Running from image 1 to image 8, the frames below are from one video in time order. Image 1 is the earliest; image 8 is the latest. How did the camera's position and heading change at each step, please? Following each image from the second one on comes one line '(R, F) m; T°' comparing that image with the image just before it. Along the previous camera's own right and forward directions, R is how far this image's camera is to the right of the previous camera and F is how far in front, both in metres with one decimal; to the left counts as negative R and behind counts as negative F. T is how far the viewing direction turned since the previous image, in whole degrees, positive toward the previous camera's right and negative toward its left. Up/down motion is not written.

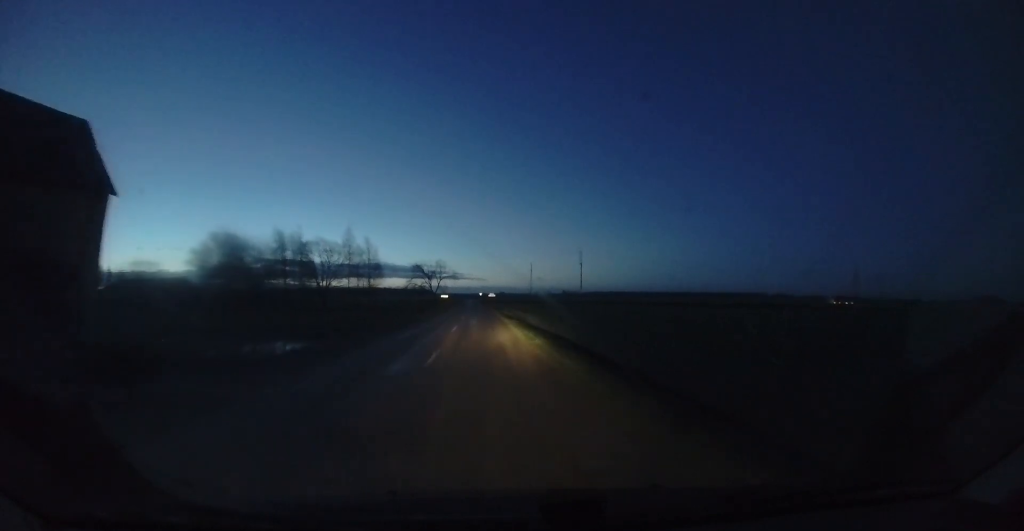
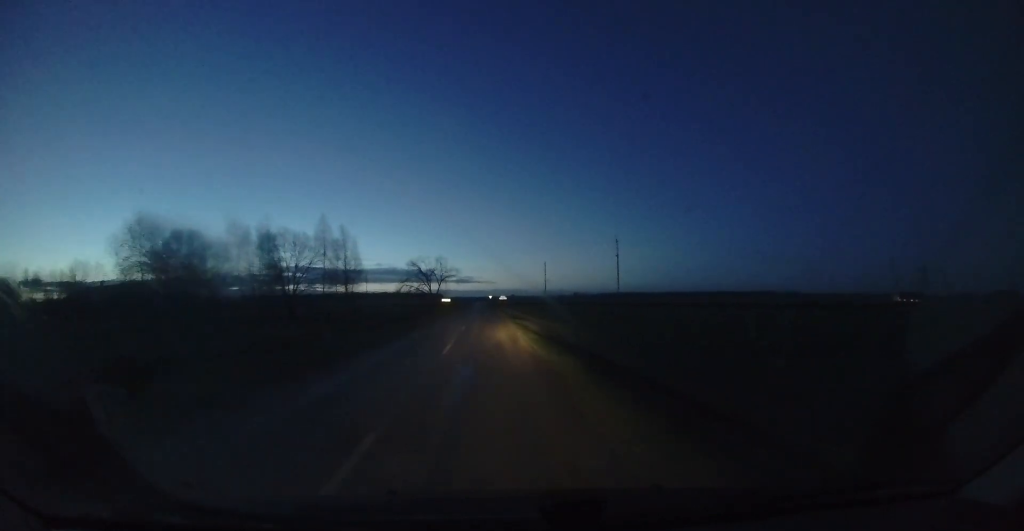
(-0.1, +13.9) m; -1°
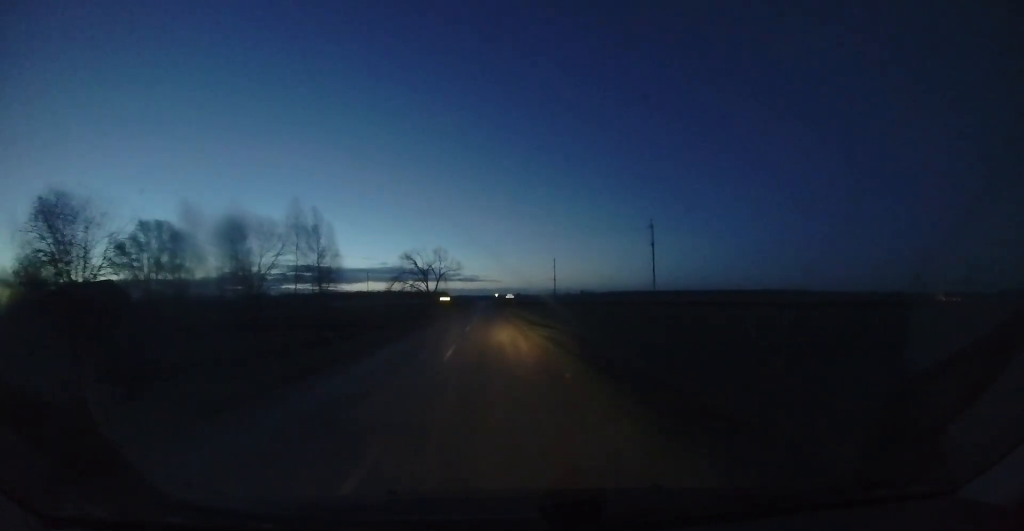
(0.0, +9.3) m; -1°
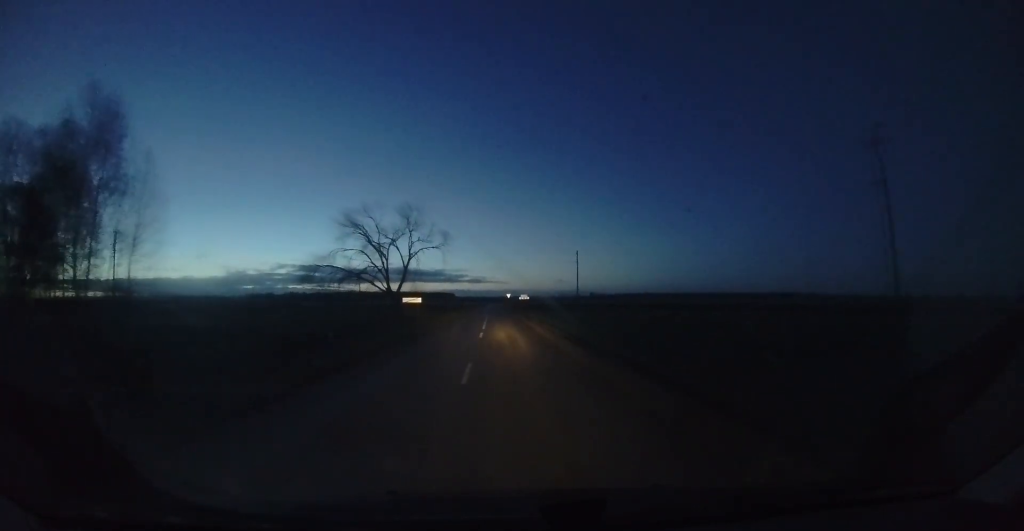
(-0.5, +26.9) m; -2°
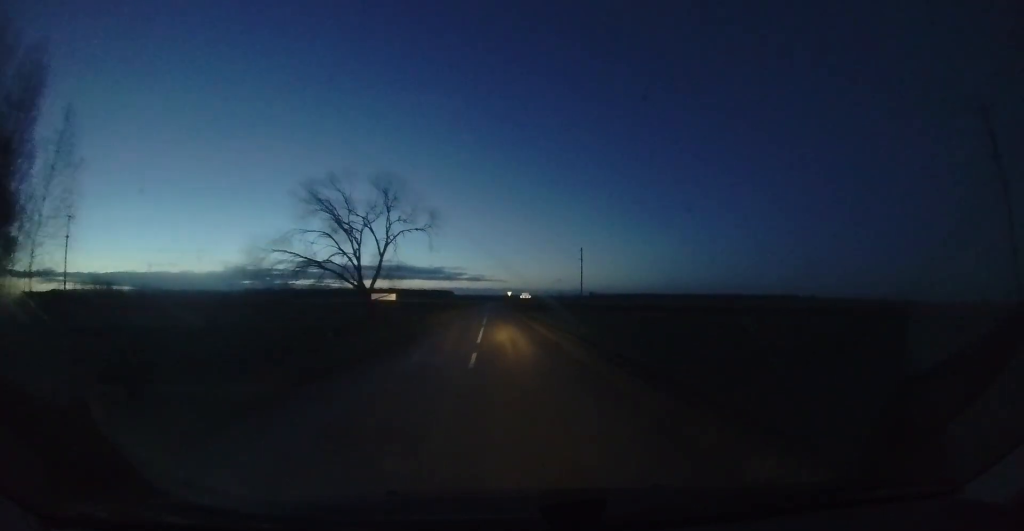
(0.0, +6.9) m; 0°
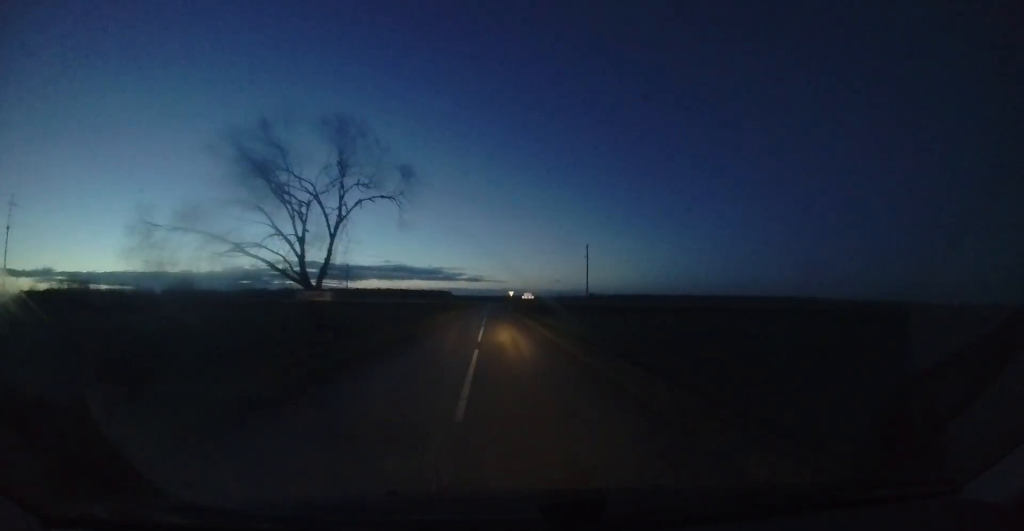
(-0.1, +7.7) m; 0°
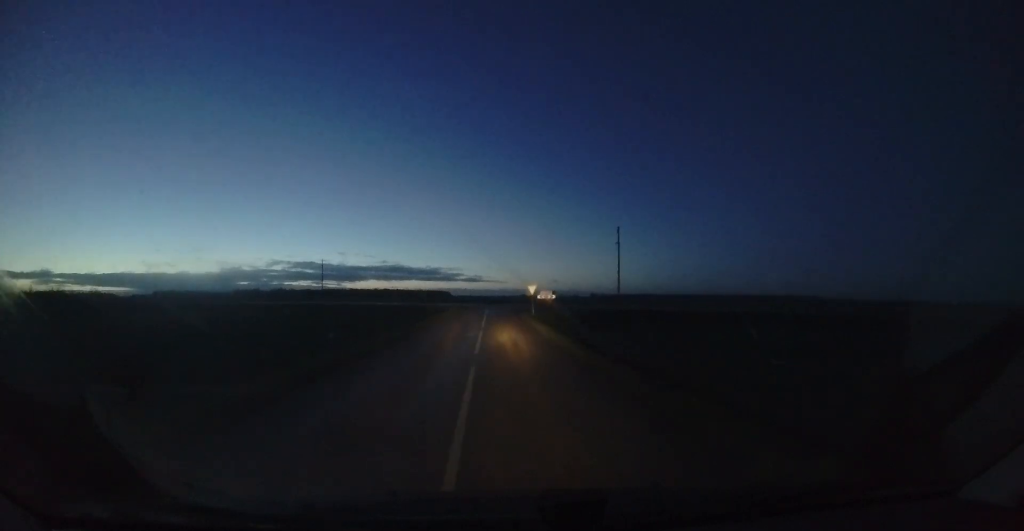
(+0.3, +26.6) m; +2°
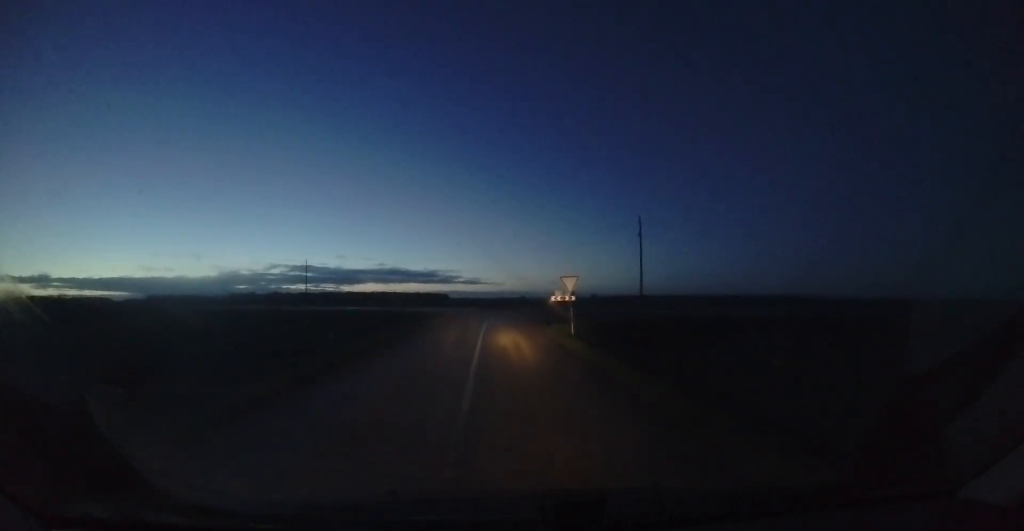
(+0.1, +13.4) m; +1°
